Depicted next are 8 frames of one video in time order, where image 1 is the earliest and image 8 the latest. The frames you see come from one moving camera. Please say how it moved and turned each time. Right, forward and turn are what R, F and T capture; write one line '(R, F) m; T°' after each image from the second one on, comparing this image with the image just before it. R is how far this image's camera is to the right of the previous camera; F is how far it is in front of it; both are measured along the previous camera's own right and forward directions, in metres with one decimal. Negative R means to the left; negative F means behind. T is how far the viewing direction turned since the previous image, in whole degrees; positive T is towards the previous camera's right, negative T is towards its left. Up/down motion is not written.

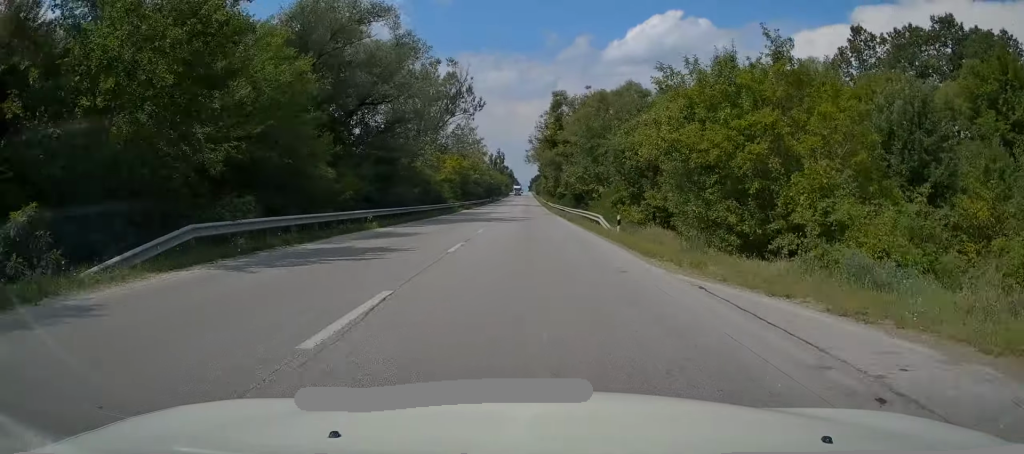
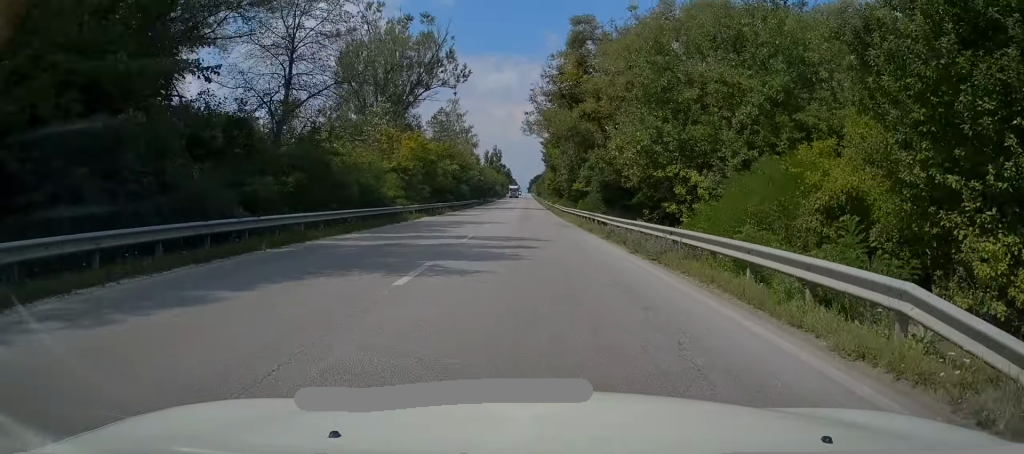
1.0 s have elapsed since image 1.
(+0.1, +23.1) m; +1°
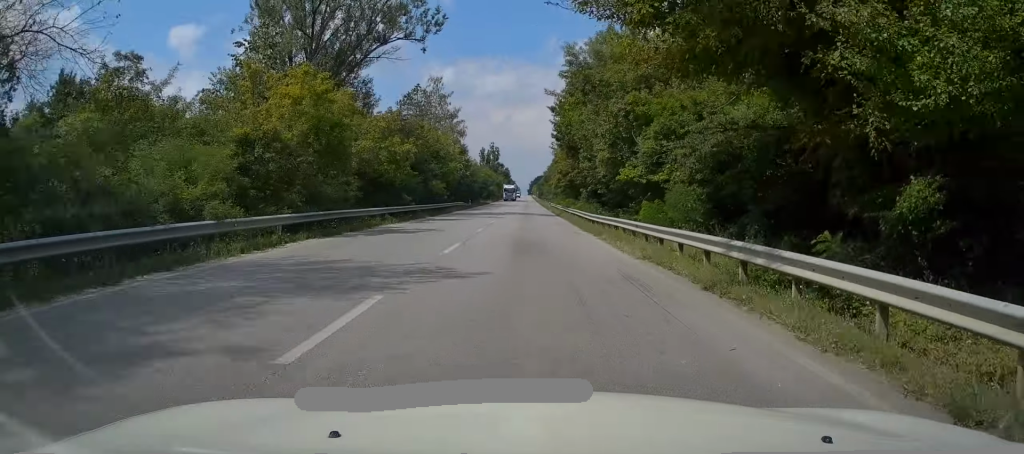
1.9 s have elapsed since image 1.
(+0.3, +21.5) m; +1°
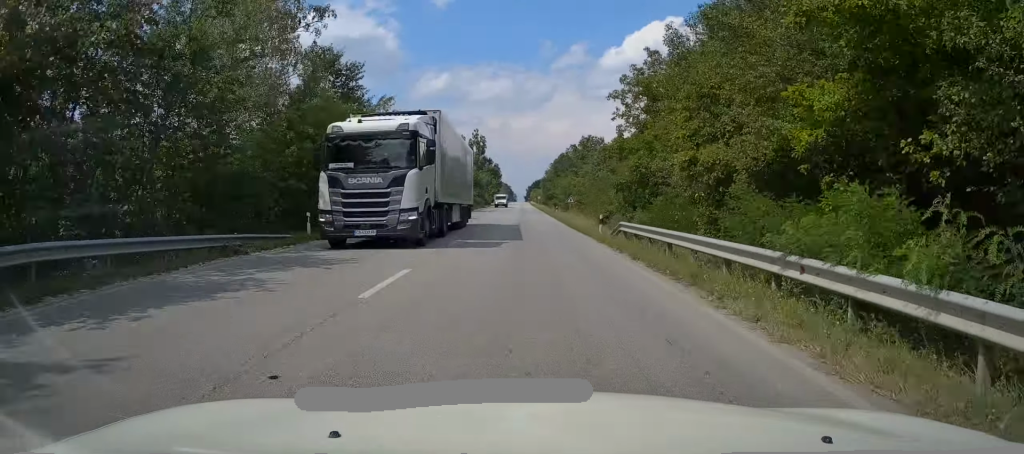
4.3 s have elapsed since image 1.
(0.0, +59.4) m; 0°
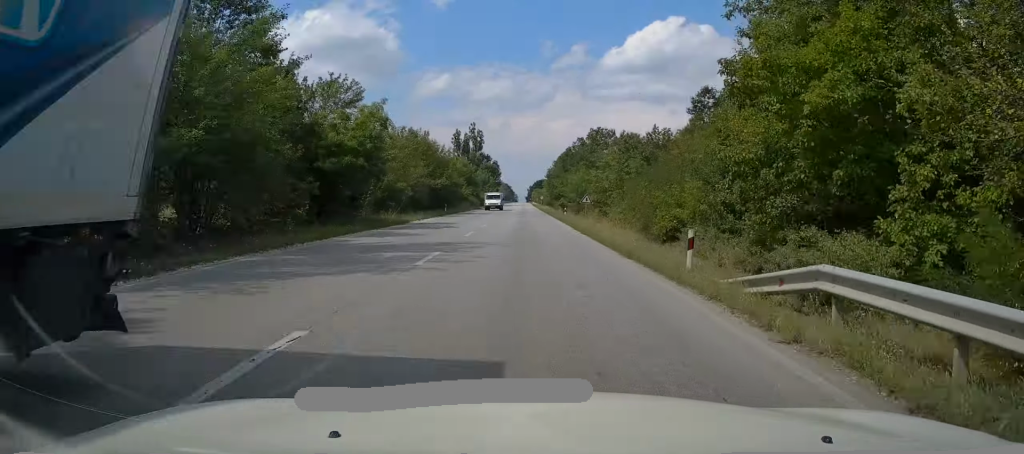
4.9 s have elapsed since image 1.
(0.0, +13.7) m; 0°
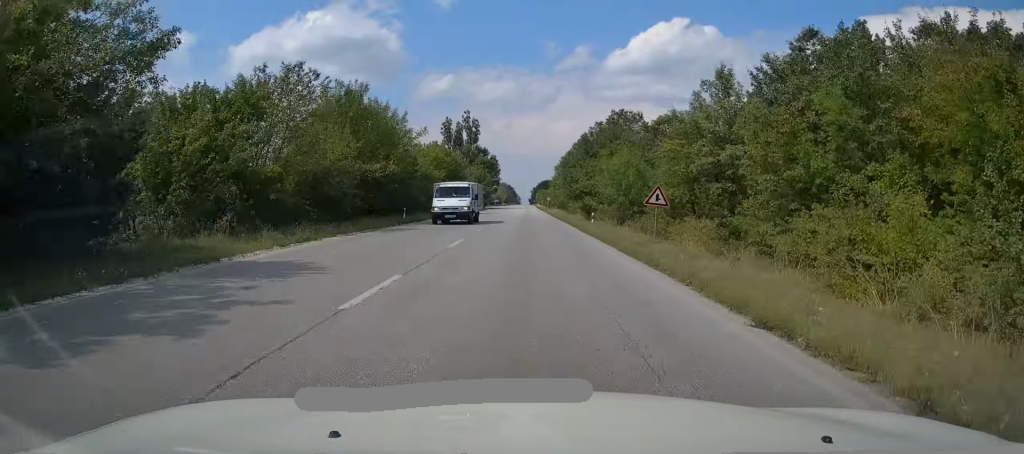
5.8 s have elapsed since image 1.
(-0.1, +22.5) m; -1°
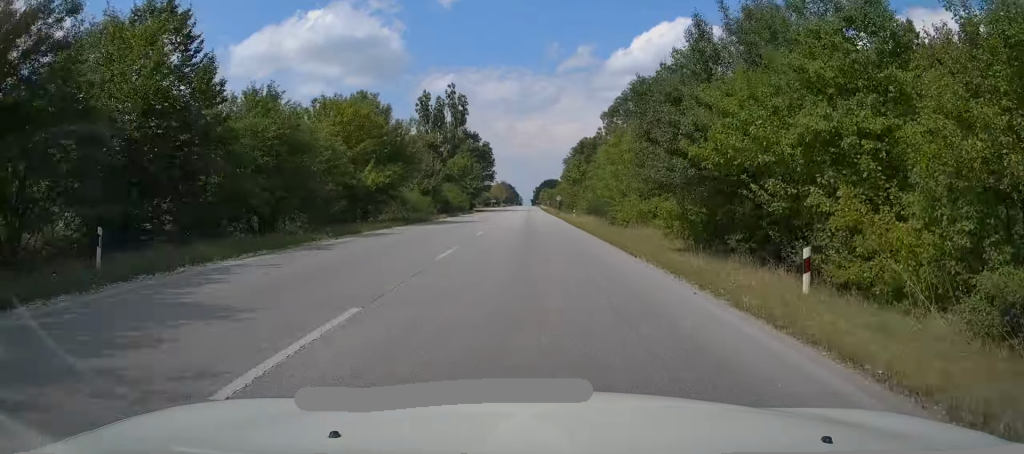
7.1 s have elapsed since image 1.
(-0.2, +29.5) m; 0°
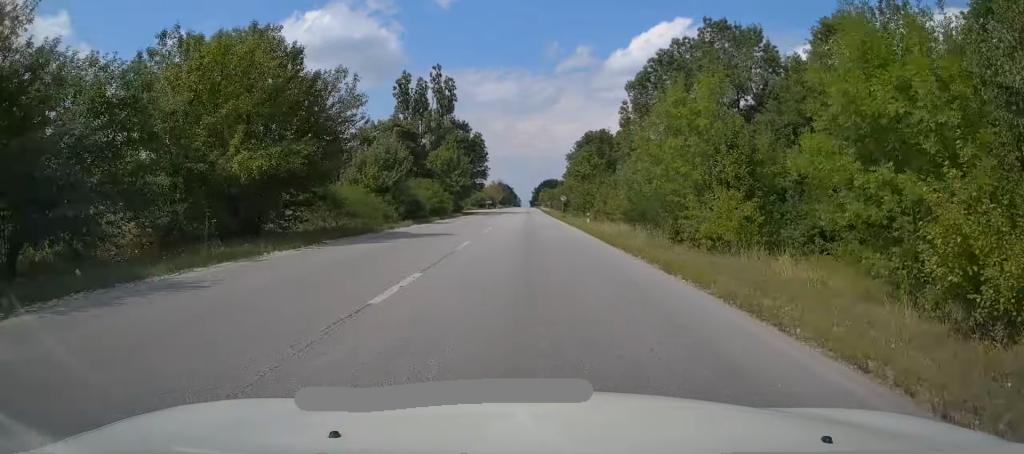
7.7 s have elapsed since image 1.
(+0.3, +14.4) m; 0°
